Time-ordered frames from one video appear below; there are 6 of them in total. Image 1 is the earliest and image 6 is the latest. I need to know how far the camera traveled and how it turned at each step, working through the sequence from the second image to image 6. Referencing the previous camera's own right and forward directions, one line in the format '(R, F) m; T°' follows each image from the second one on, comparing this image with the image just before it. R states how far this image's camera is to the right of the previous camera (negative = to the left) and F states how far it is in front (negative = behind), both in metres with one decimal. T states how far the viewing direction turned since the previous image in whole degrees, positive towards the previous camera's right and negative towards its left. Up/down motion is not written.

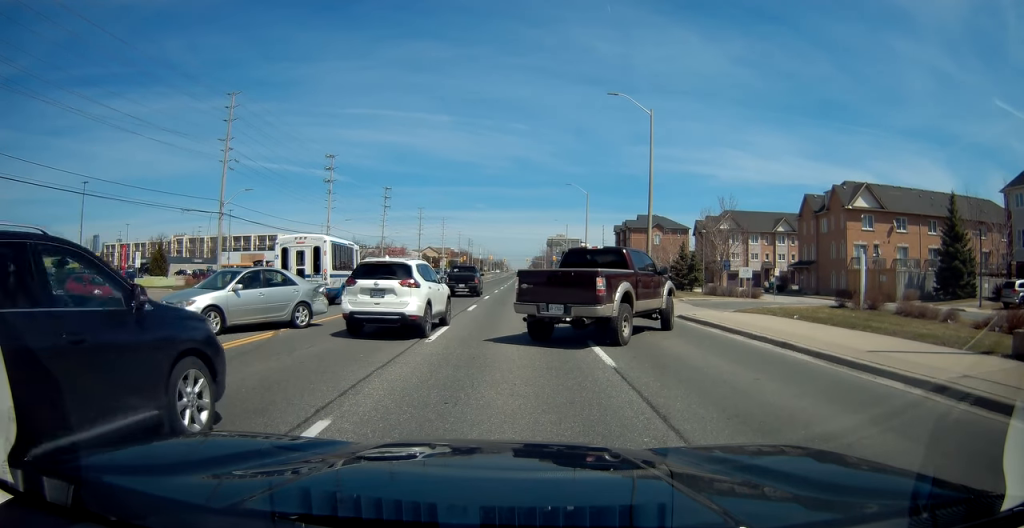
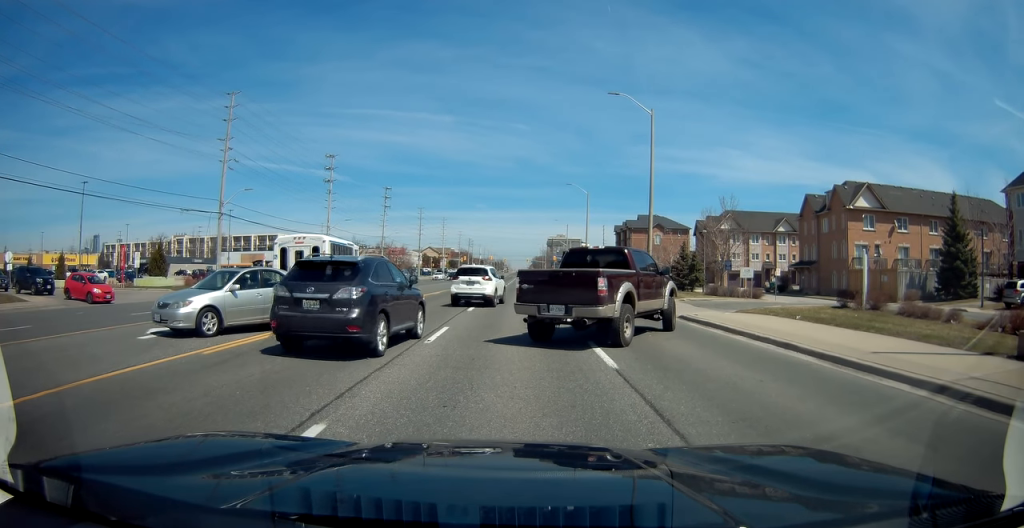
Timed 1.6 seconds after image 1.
(0.0, 0.0) m; 0°
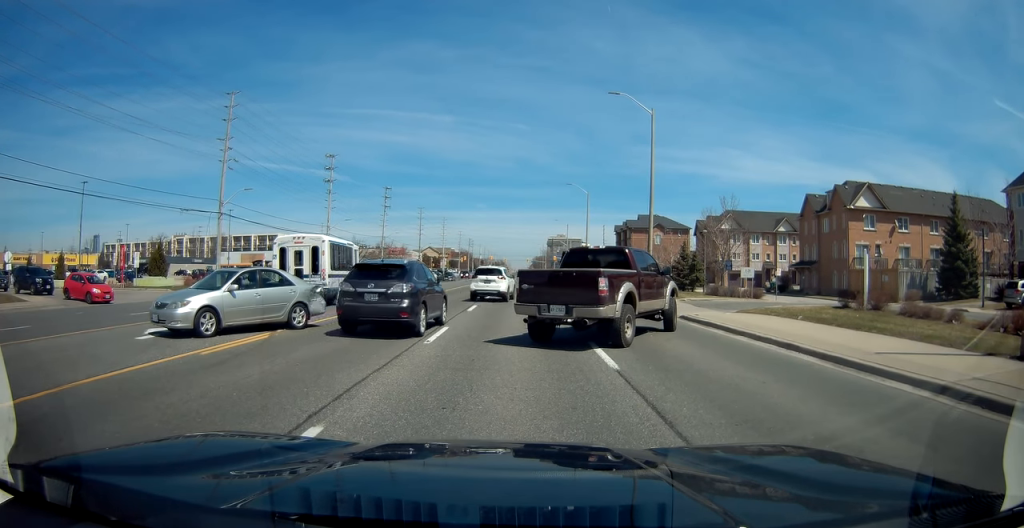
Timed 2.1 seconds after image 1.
(0.0, 0.0) m; 0°
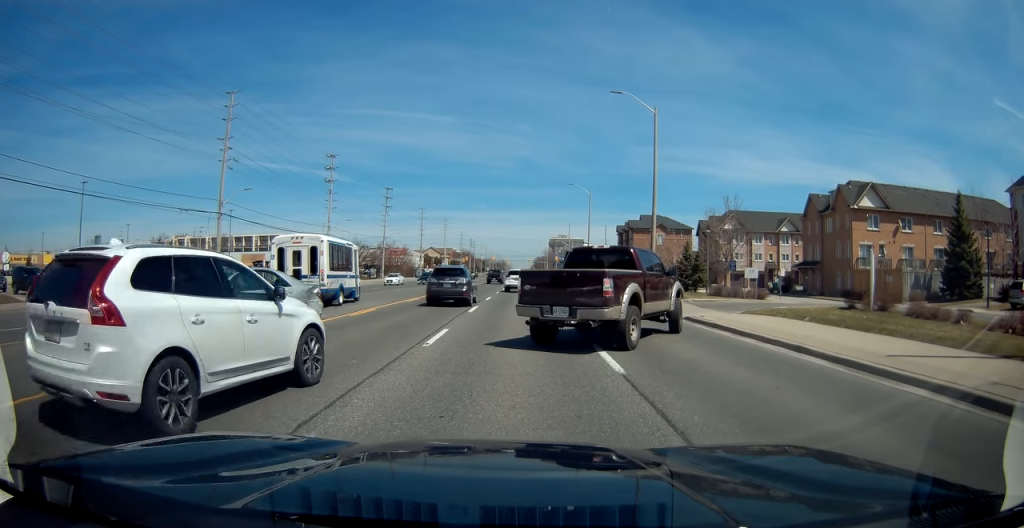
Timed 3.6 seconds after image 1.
(0.0, 0.0) m; 0°
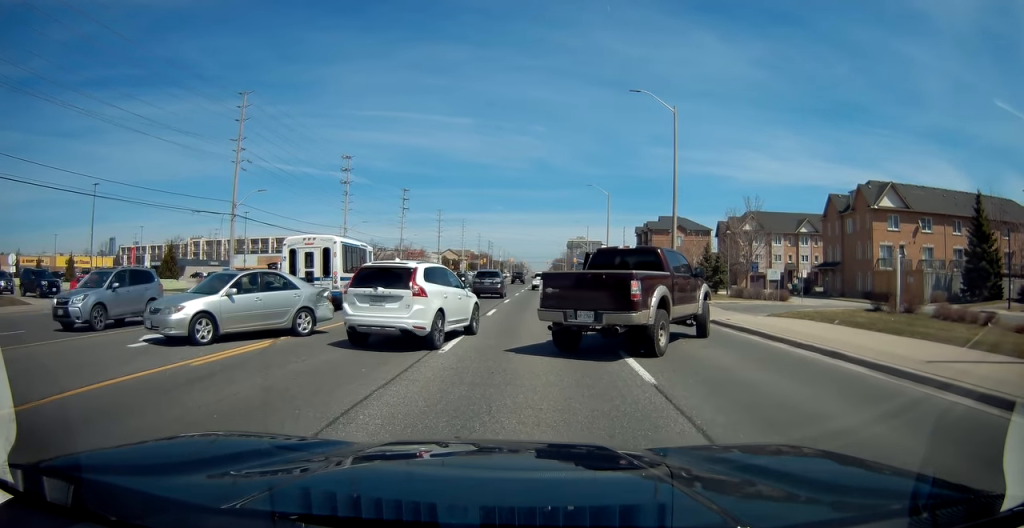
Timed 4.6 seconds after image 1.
(0.0, 0.0) m; 0°
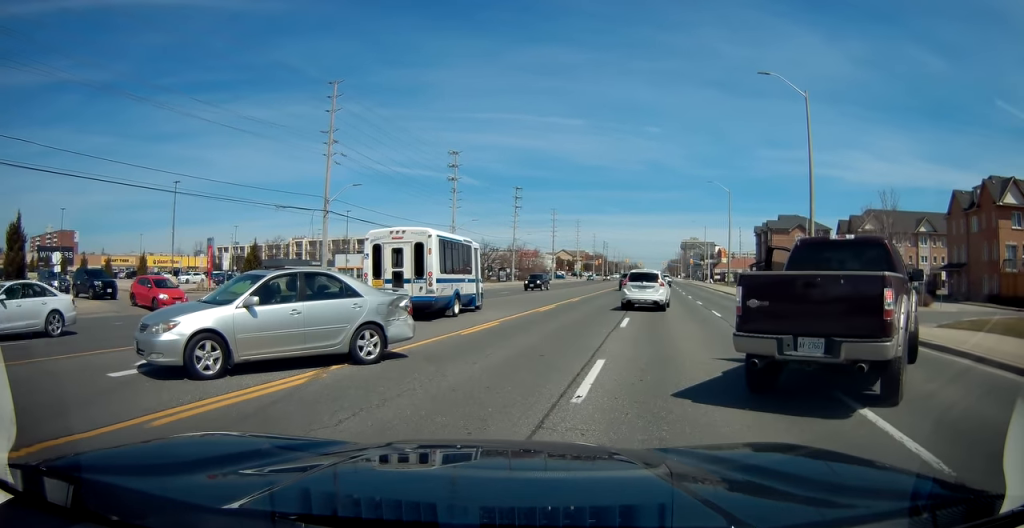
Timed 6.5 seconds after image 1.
(-0.3, +0.8) m; -13°
